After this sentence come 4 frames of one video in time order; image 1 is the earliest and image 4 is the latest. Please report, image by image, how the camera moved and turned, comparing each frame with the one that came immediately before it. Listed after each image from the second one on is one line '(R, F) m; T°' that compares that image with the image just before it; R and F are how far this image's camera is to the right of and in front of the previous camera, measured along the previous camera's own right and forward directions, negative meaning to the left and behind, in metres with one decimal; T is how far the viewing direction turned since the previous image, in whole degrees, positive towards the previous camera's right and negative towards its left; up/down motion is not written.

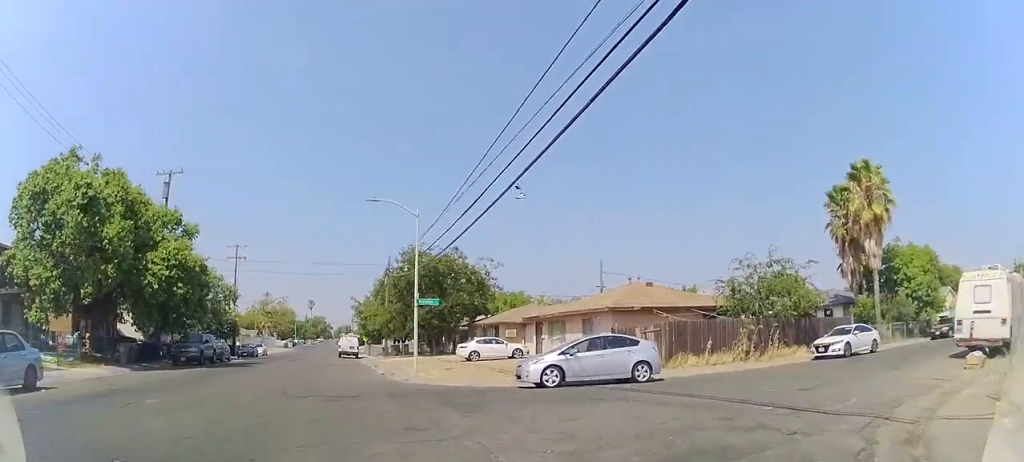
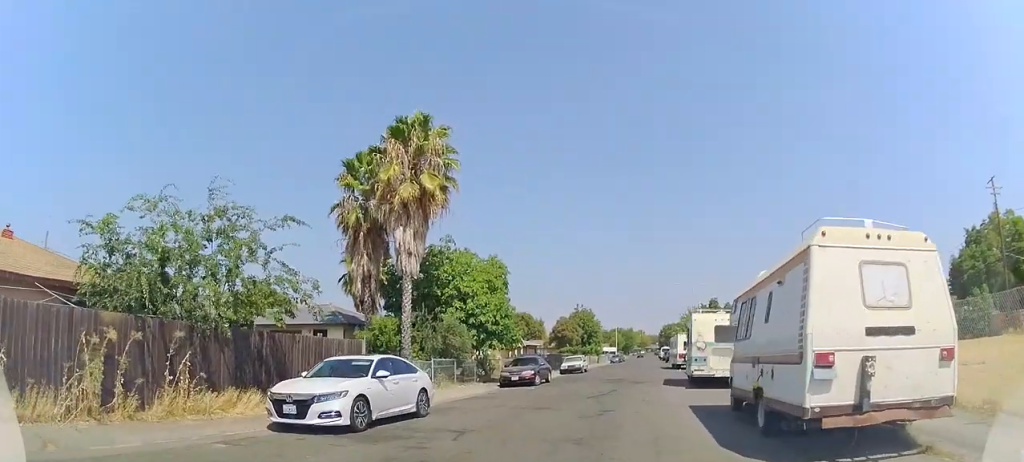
(+6.4, +11.5) m; +57°
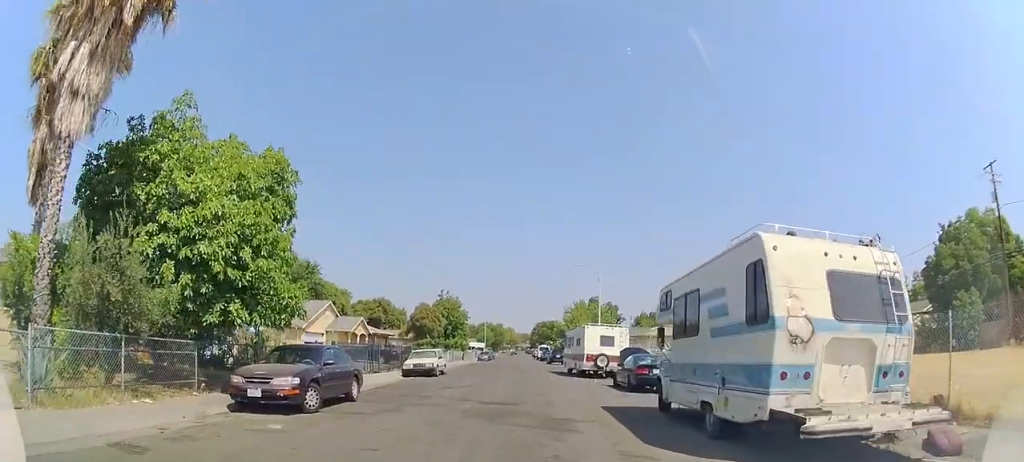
(+1.7, +14.1) m; +10°
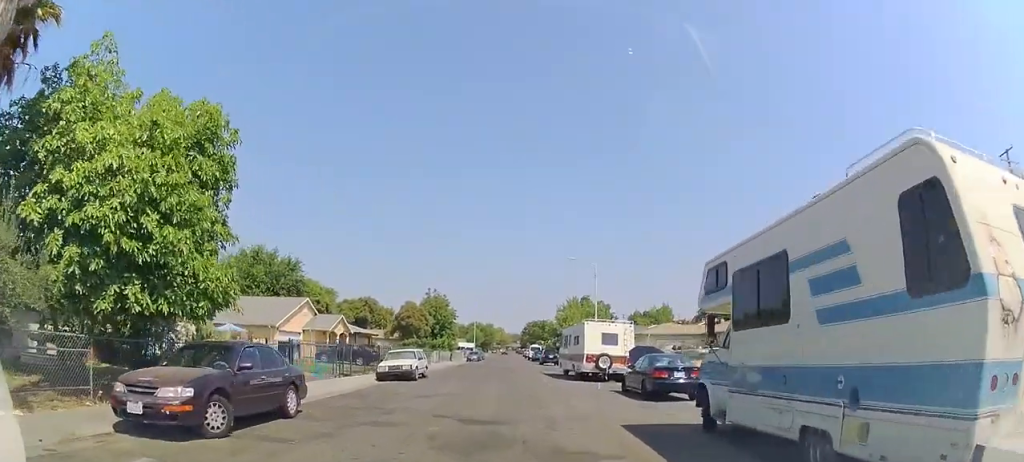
(0.0, +3.5) m; +2°
